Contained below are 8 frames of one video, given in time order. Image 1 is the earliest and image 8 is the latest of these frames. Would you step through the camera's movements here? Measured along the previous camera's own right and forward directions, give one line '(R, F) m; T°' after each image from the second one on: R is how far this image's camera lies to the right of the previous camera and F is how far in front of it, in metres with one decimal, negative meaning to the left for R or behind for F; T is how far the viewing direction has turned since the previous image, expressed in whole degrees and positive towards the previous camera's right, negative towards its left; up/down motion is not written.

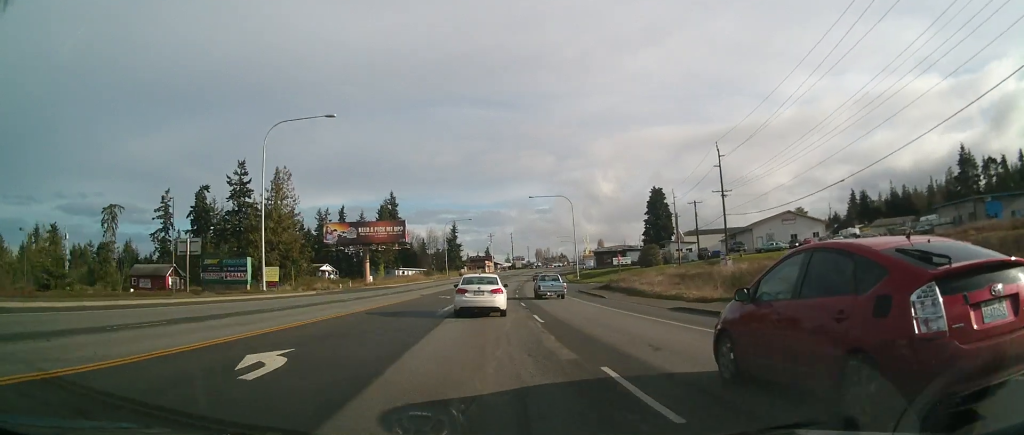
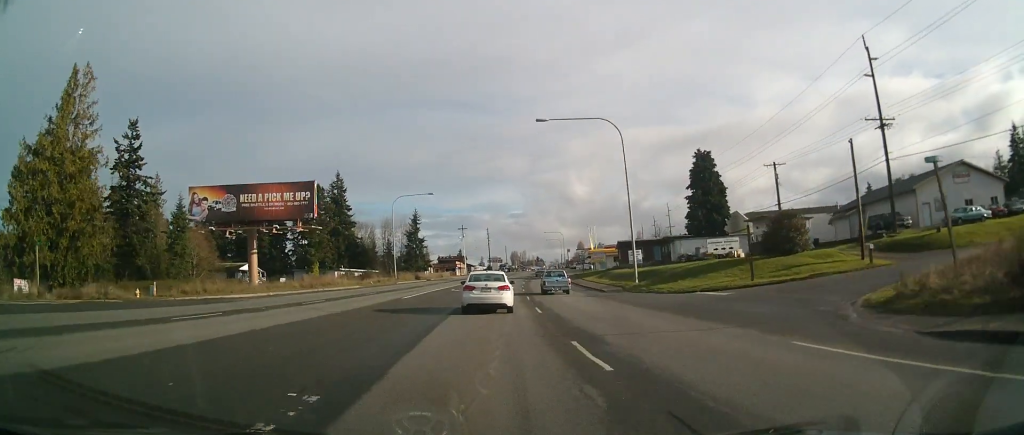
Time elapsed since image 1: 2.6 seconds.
(+0.3, +44.0) m; +1°
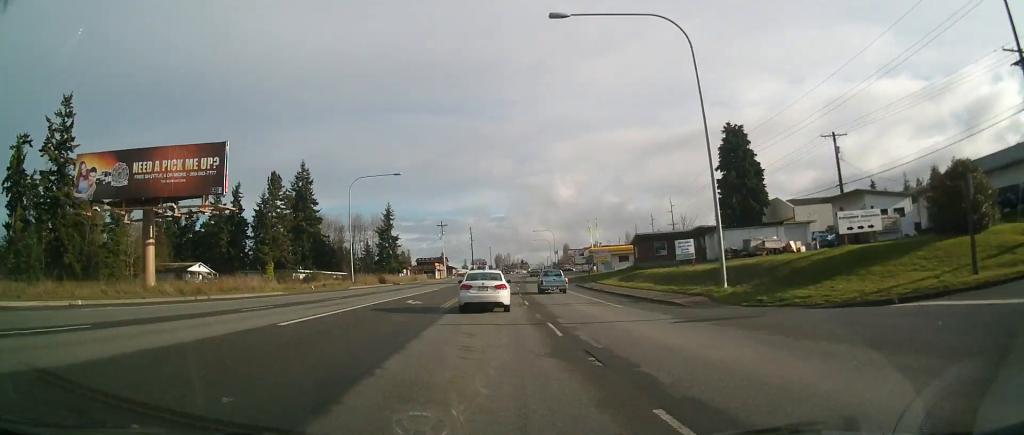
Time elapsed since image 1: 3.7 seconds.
(0.0, +18.7) m; +1°
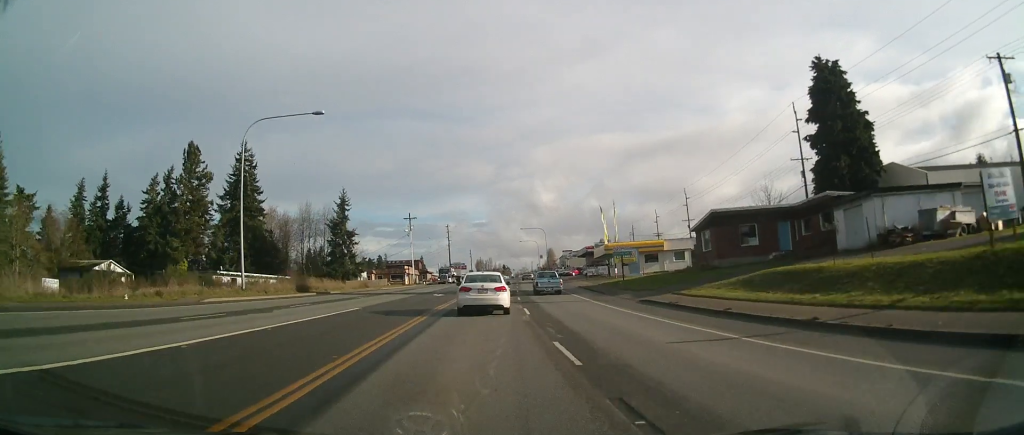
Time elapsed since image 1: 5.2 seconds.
(+0.8, +27.6) m; +5°
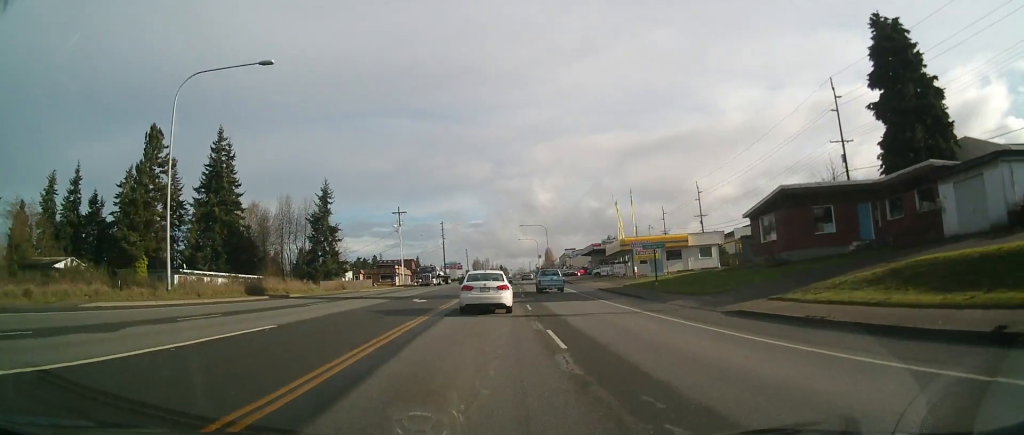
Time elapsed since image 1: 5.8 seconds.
(+0.3, +10.5) m; 0°
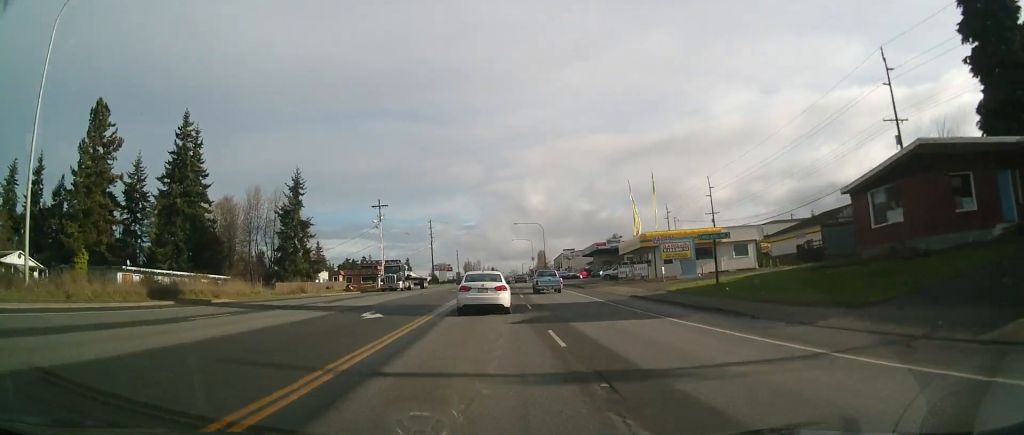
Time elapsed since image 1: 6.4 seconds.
(+0.1, +11.8) m; 0°
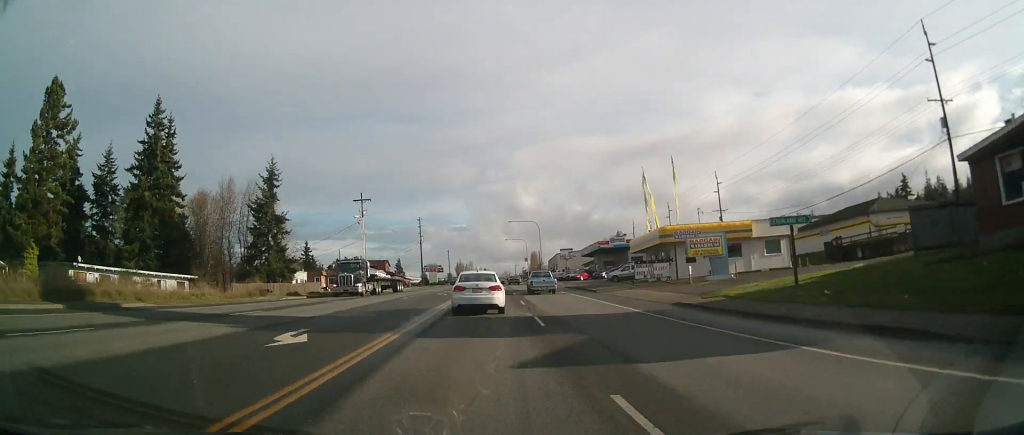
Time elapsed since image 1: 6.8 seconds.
(-0.2, +8.1) m; -1°
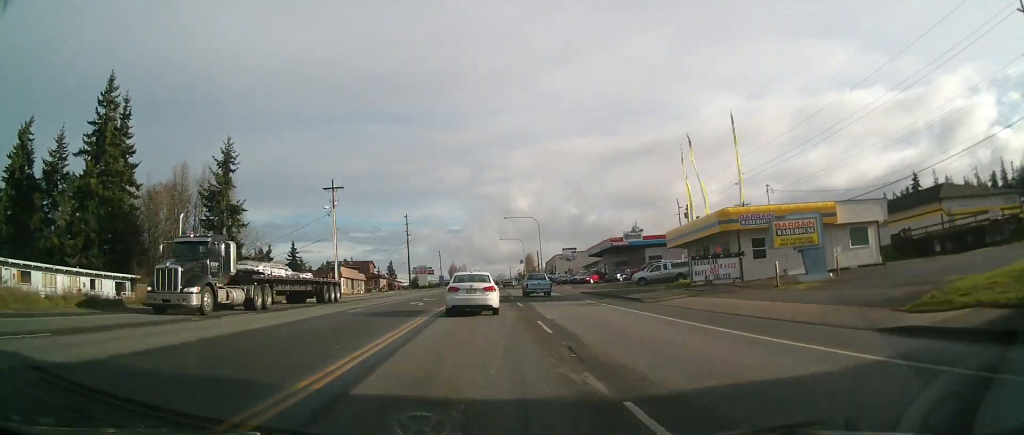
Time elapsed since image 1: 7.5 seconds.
(-0.1, +13.2) m; -1°
